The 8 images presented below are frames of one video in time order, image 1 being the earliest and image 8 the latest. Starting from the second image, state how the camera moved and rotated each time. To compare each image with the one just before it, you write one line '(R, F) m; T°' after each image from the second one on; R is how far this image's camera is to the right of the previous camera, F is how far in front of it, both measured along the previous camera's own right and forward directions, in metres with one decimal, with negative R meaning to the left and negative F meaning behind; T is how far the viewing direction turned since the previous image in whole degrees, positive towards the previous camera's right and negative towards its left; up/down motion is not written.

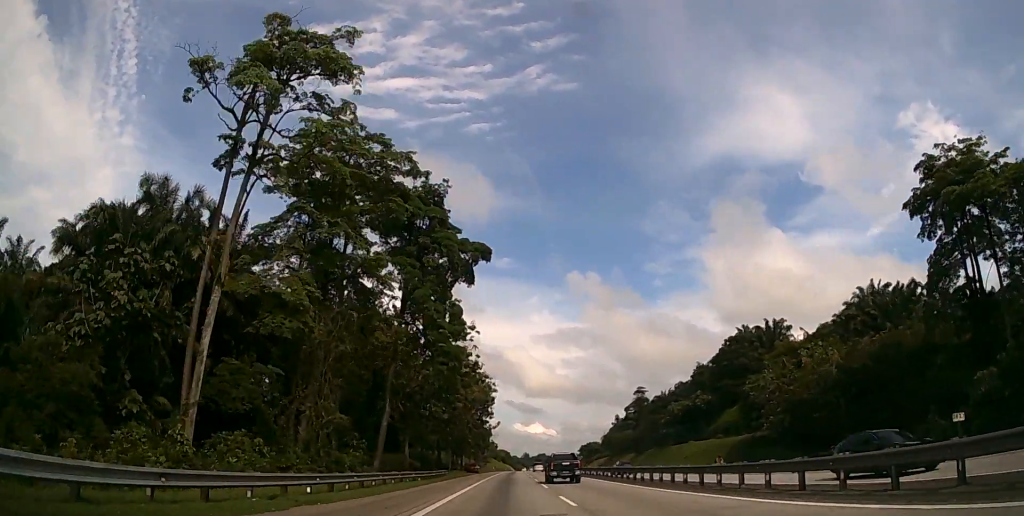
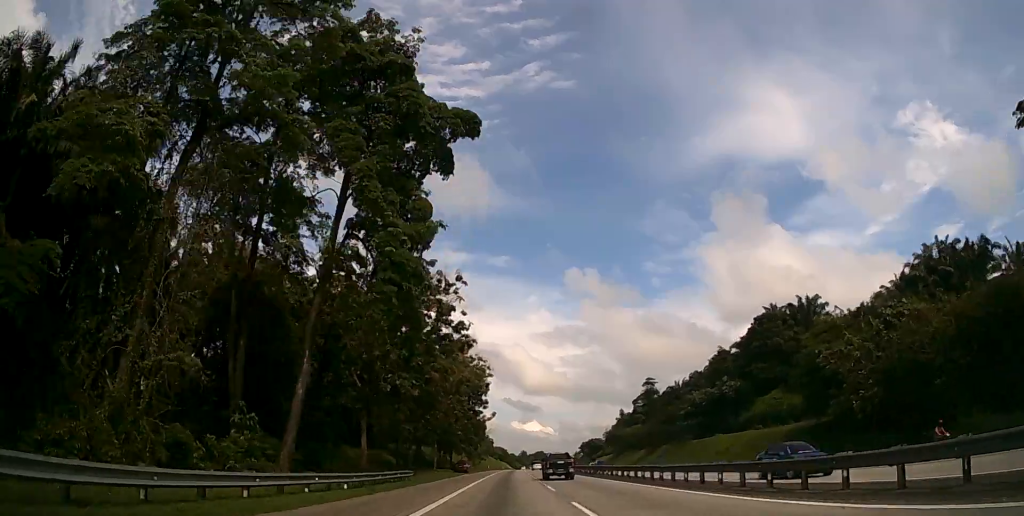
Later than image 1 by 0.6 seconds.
(0.0, +16.2) m; 0°
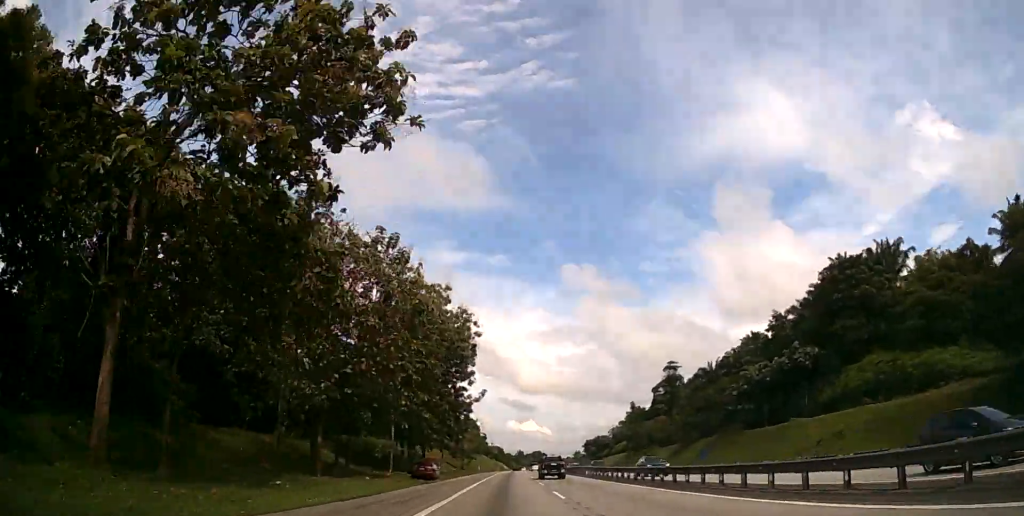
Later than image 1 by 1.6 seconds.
(+0.2, +28.1) m; 0°
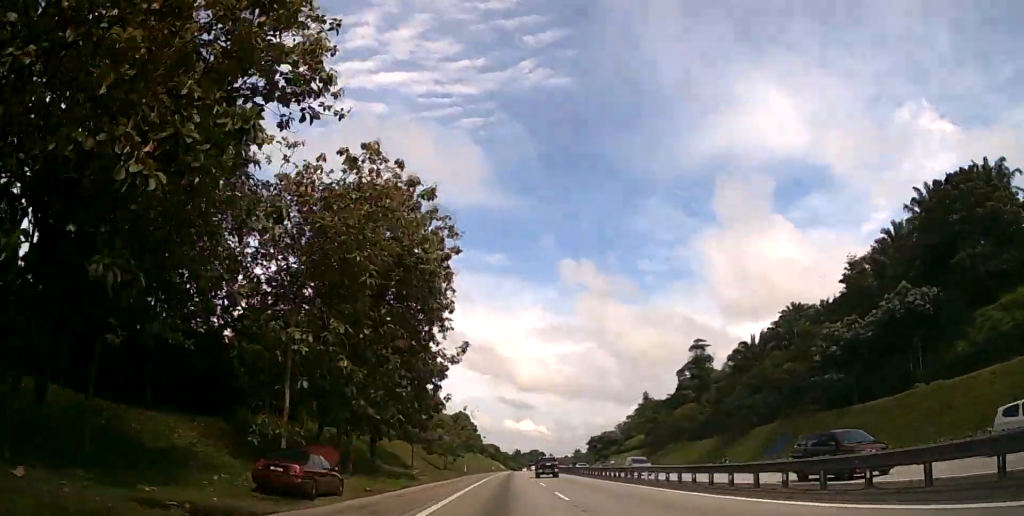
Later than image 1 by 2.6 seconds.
(0.0, +24.9) m; 0°
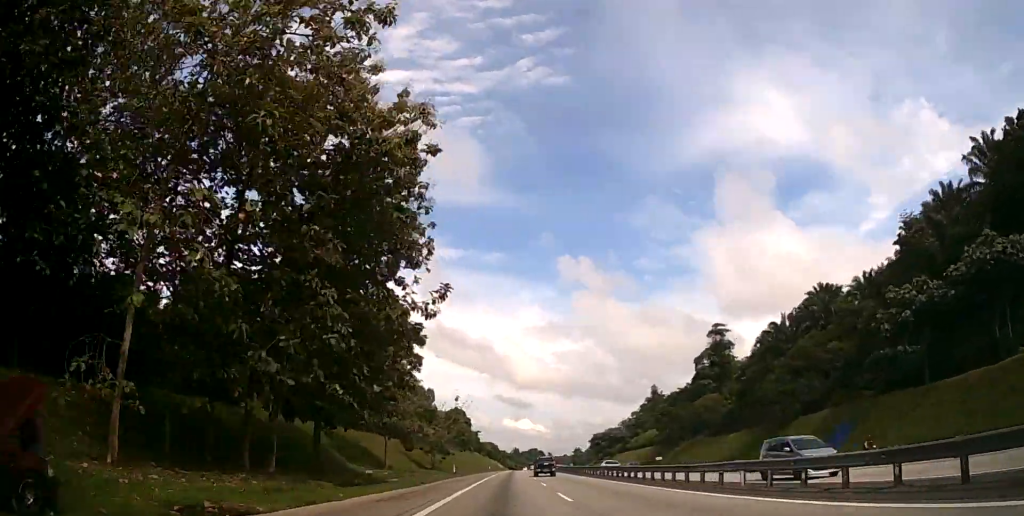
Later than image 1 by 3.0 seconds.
(0.0, +13.1) m; 0°
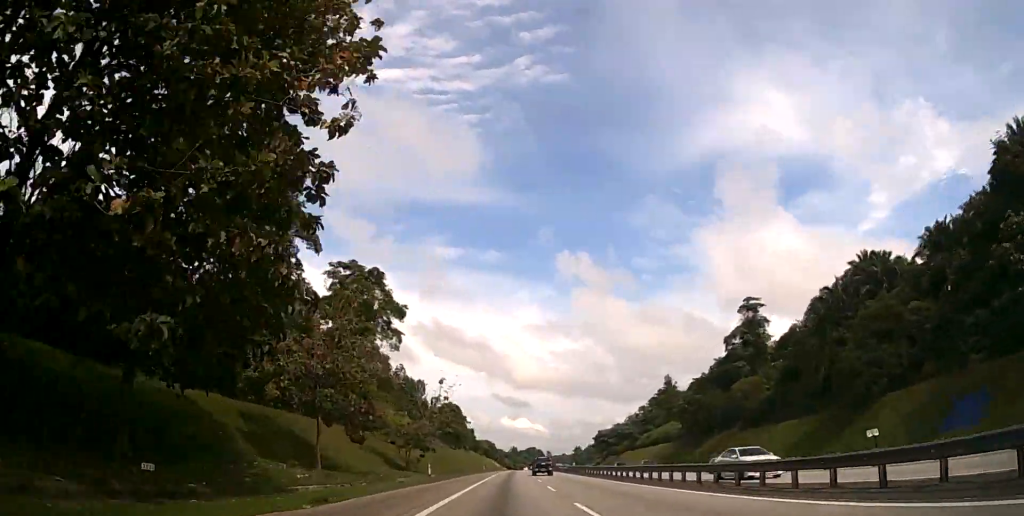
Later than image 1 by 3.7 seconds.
(0.0, +17.5) m; 0°
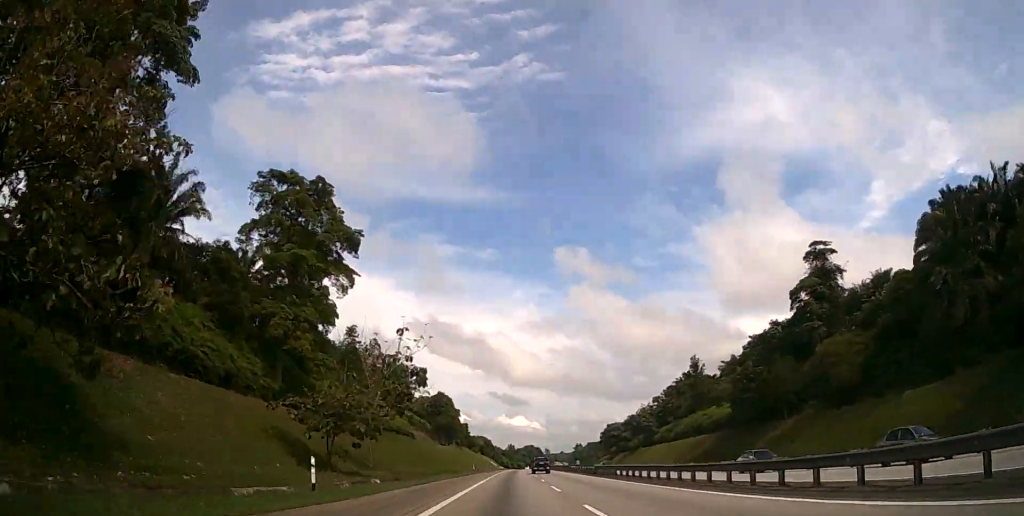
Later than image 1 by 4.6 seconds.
(0.0, +25.3) m; 0°
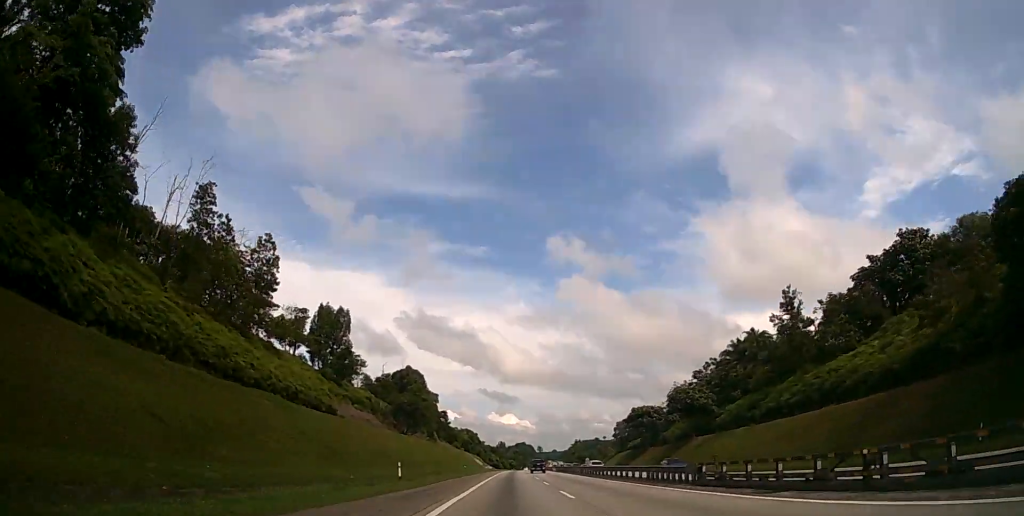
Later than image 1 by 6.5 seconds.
(+0.4, +51.8) m; +1°
